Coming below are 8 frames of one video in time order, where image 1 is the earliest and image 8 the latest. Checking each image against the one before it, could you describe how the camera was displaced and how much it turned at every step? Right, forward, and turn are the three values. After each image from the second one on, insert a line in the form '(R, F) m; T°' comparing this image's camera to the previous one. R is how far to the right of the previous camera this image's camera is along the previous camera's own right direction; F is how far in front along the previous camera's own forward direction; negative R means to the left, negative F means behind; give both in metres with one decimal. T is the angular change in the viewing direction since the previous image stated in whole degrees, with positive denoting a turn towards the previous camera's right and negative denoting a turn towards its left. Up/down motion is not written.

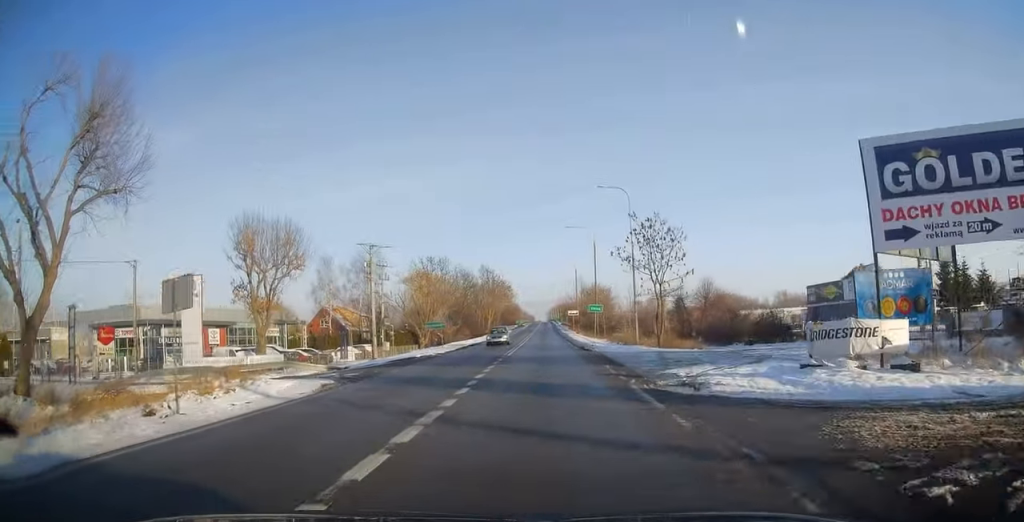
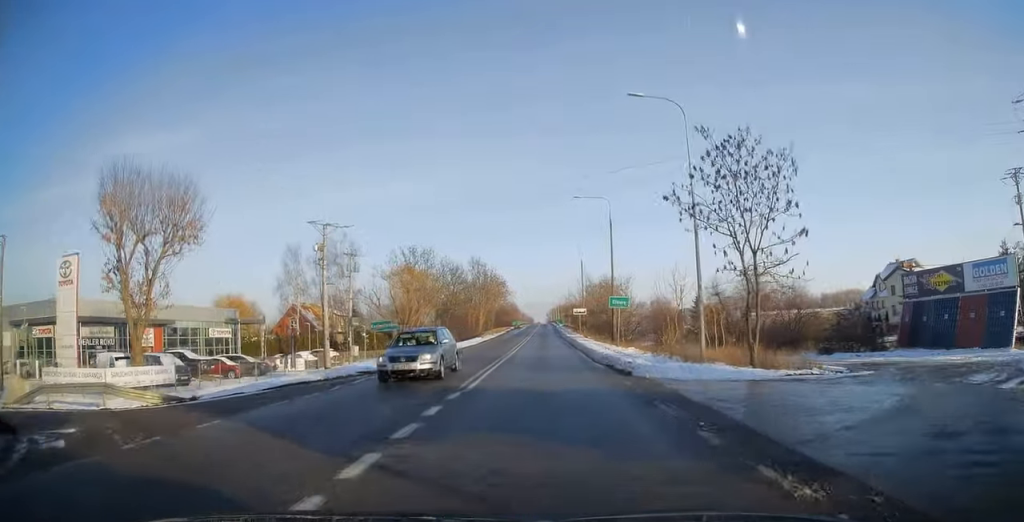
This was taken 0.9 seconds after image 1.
(-0.3, +14.3) m; -1°
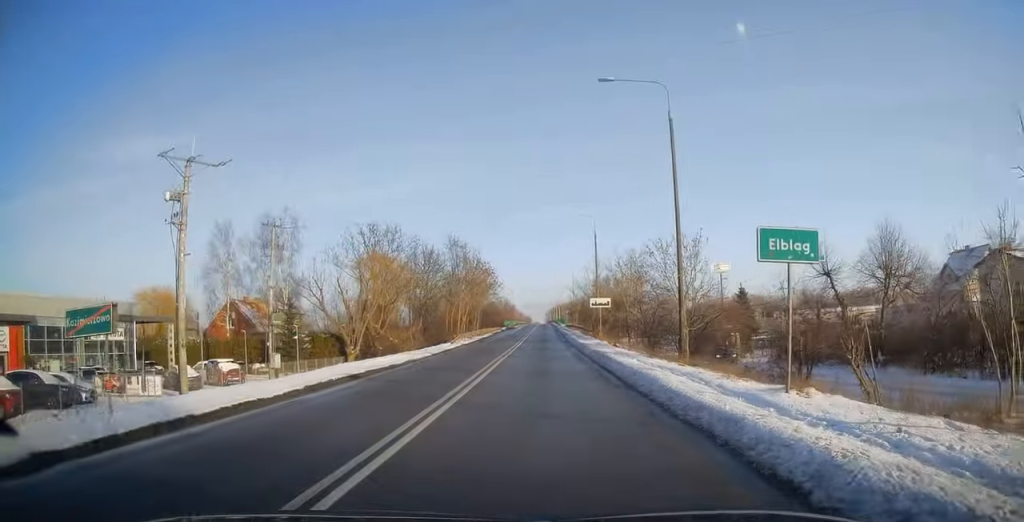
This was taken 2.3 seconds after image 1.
(0.0, +21.7) m; +1°
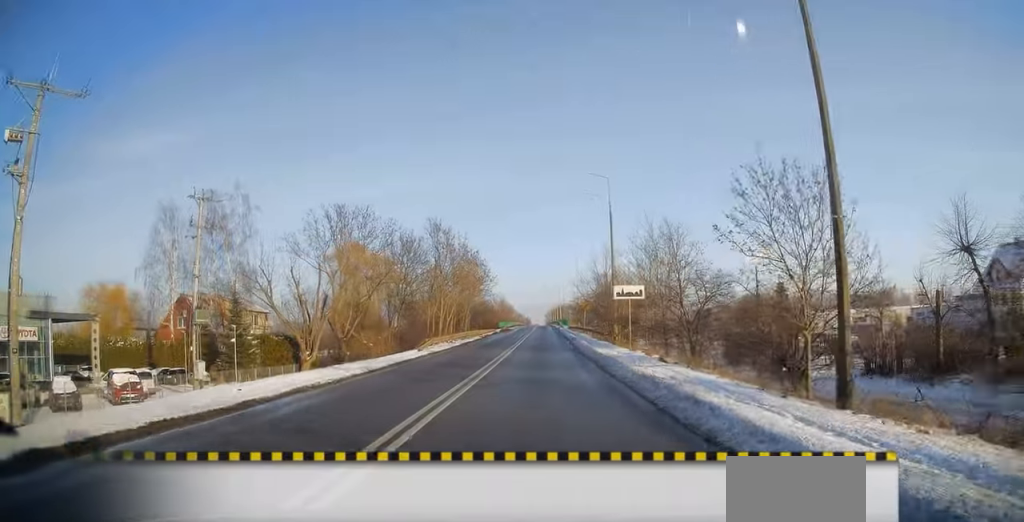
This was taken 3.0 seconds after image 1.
(+0.1, +12.2) m; +1°
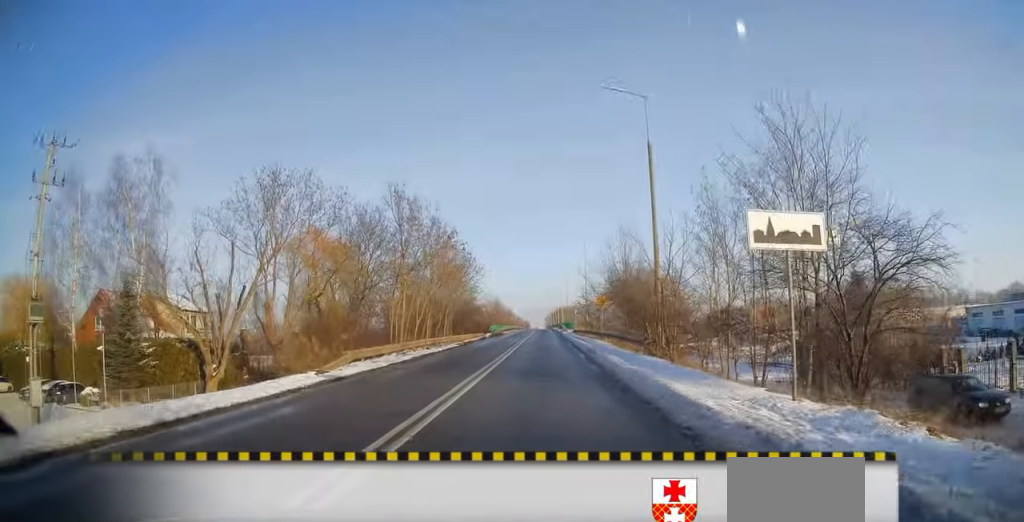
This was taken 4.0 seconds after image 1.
(+0.2, +15.6) m; 0°
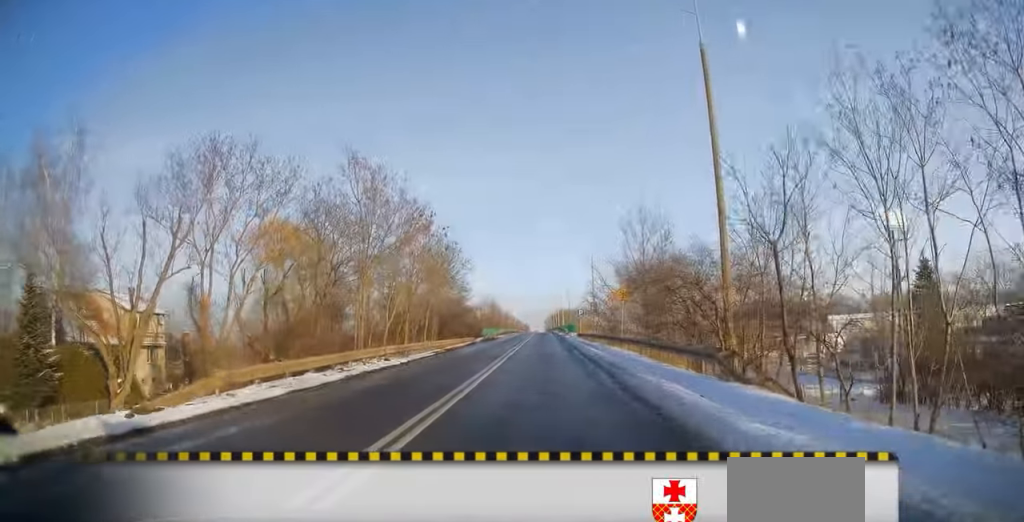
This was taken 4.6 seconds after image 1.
(-0.2, +9.6) m; -1°
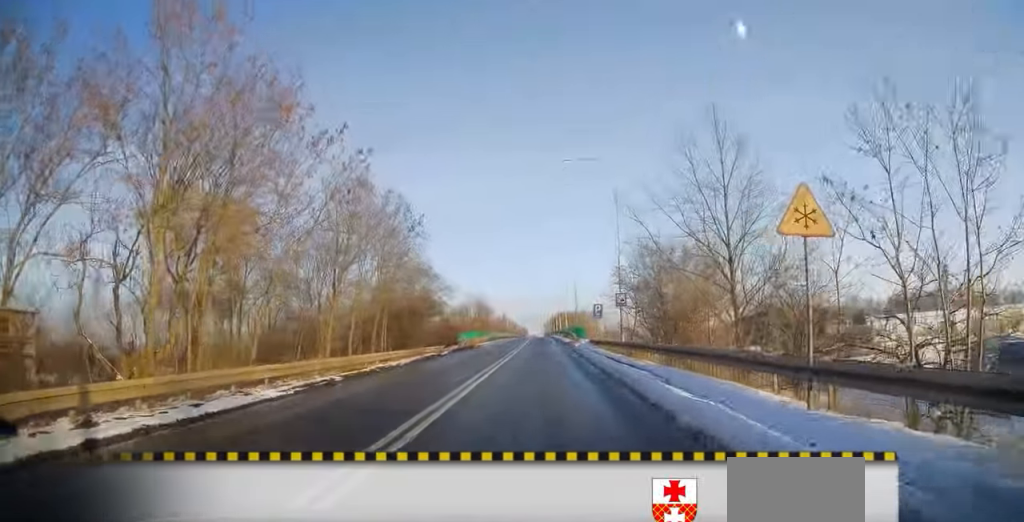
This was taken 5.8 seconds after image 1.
(0.0, +19.0) m; +1°
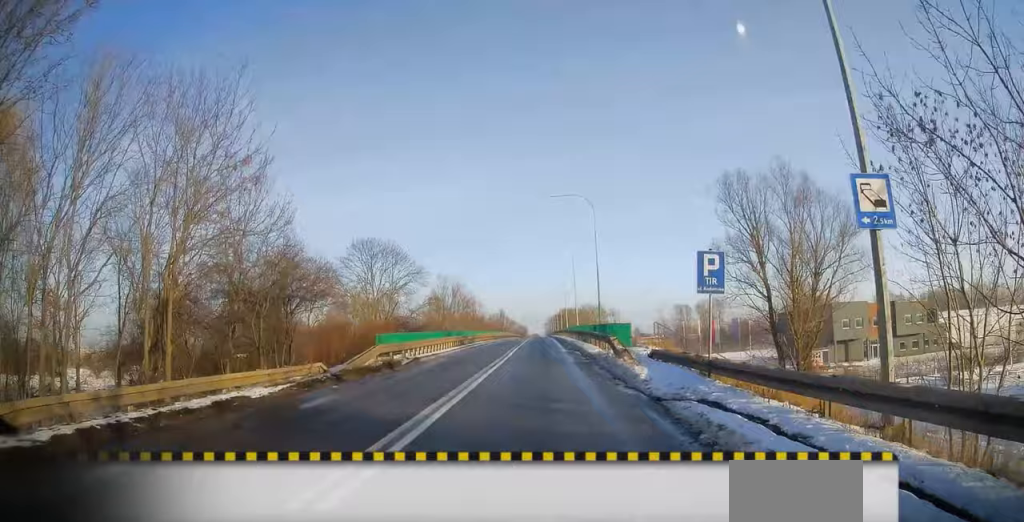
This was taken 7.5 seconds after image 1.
(+0.1, +25.9) m; -1°
